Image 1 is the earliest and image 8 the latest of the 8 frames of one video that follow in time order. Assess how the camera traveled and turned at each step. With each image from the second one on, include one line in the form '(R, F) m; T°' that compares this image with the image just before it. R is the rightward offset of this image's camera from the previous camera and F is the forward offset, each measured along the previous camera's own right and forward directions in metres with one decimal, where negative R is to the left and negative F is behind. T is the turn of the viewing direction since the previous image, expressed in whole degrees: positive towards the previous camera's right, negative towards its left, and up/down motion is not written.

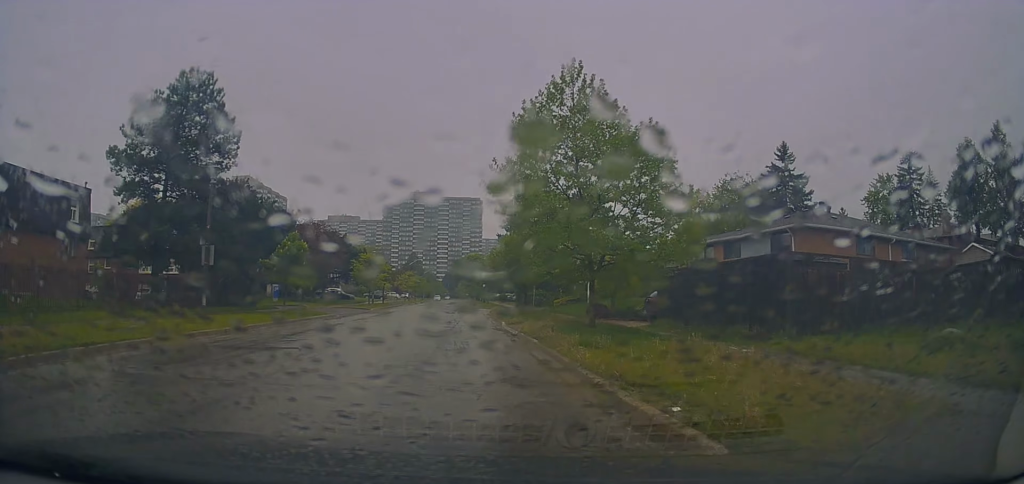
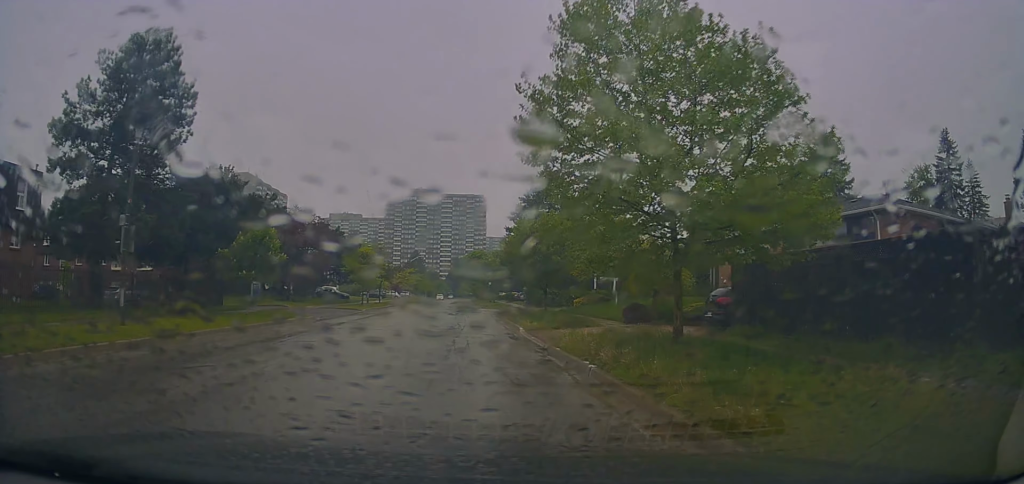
(0.0, +6.3) m; 0°
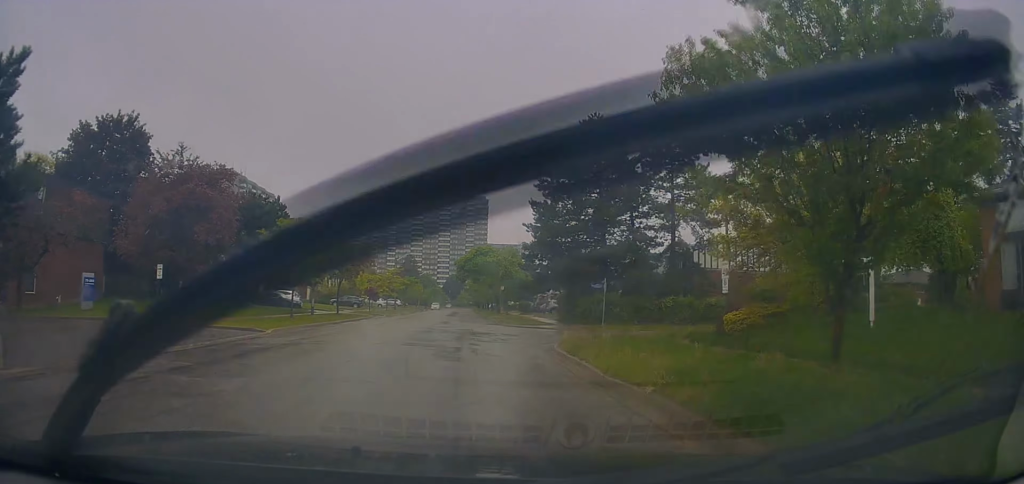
(-1.0, +22.1) m; -2°
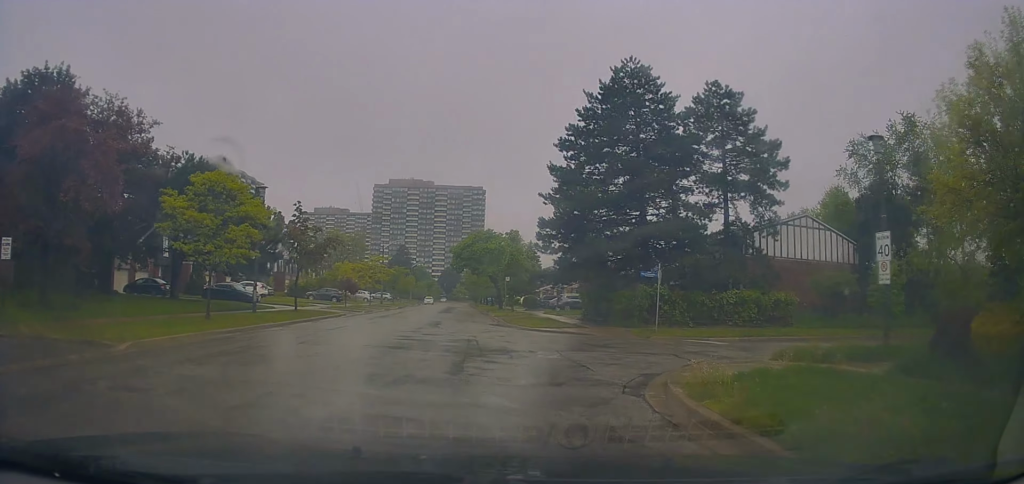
(+0.4, +9.9) m; +2°
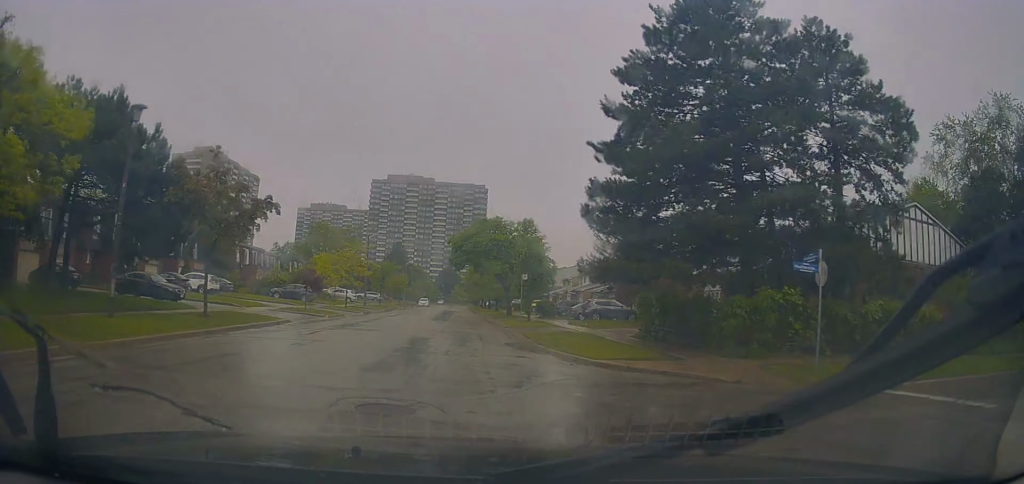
(0.0, +11.8) m; 0°
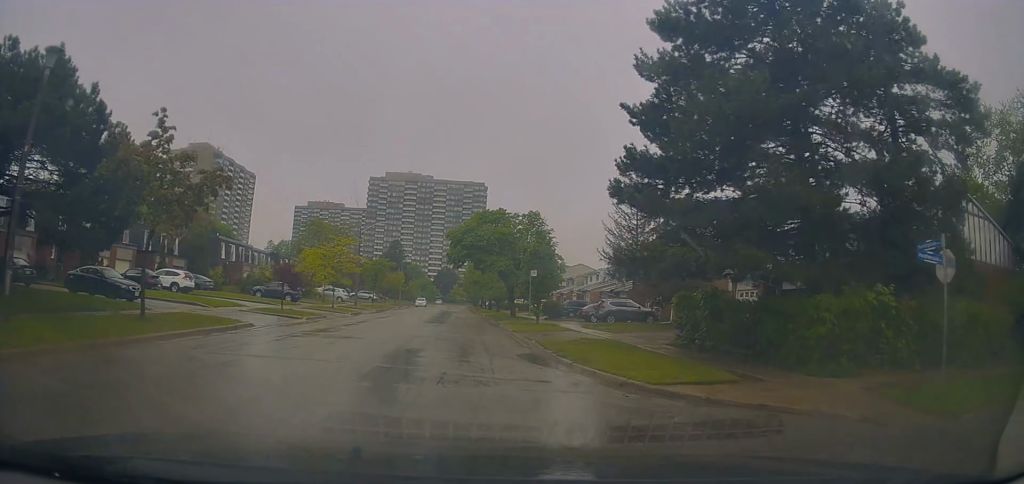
(0.0, +4.6) m; 0°
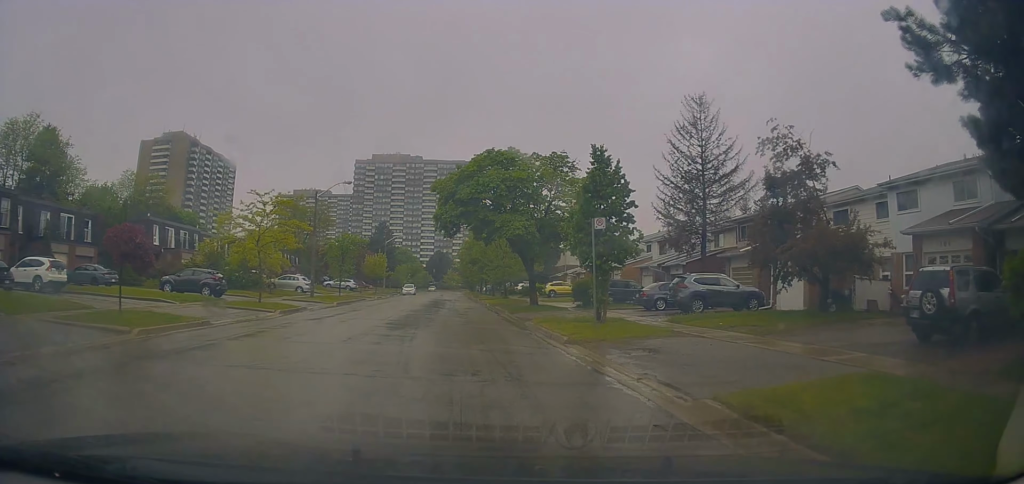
(0.0, +14.6) m; 0°
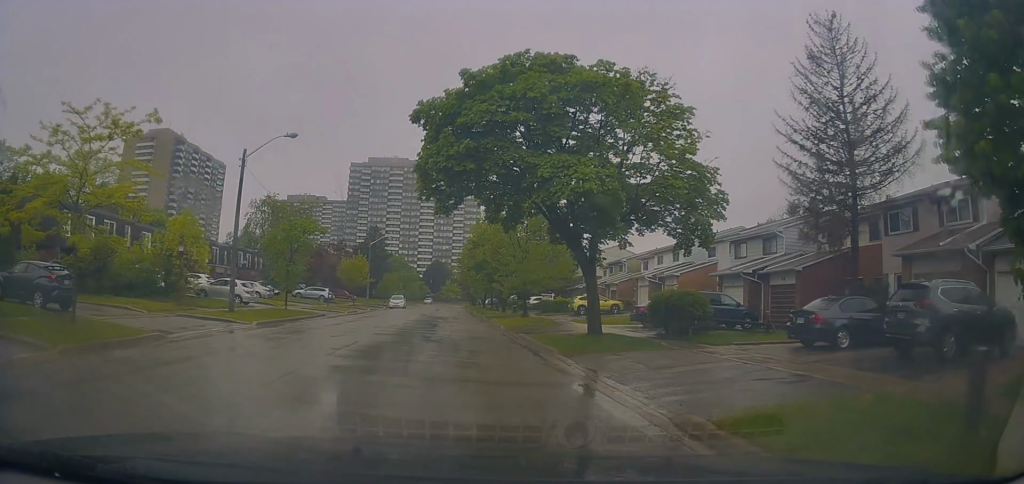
(+0.1, +14.0) m; +3°
